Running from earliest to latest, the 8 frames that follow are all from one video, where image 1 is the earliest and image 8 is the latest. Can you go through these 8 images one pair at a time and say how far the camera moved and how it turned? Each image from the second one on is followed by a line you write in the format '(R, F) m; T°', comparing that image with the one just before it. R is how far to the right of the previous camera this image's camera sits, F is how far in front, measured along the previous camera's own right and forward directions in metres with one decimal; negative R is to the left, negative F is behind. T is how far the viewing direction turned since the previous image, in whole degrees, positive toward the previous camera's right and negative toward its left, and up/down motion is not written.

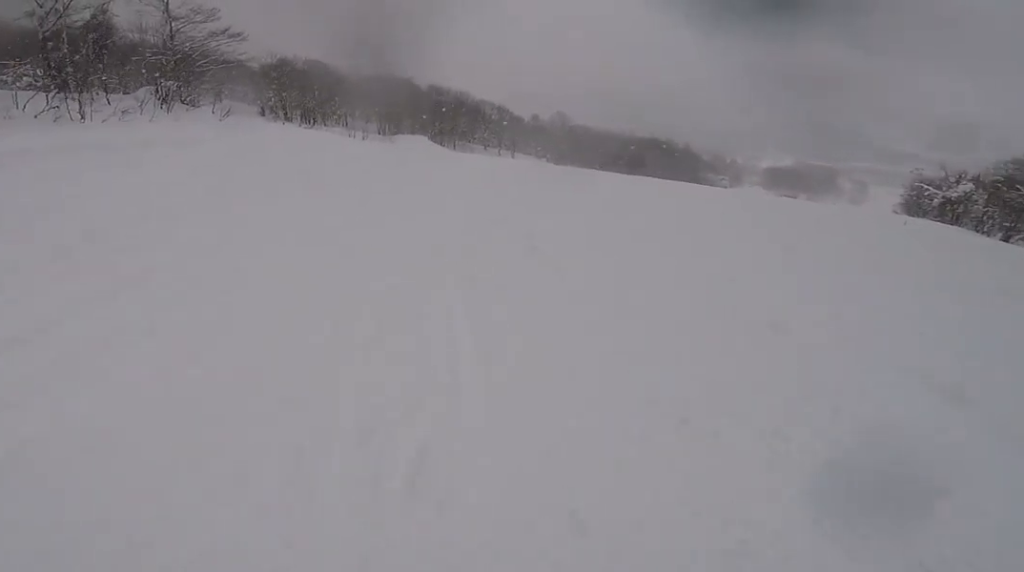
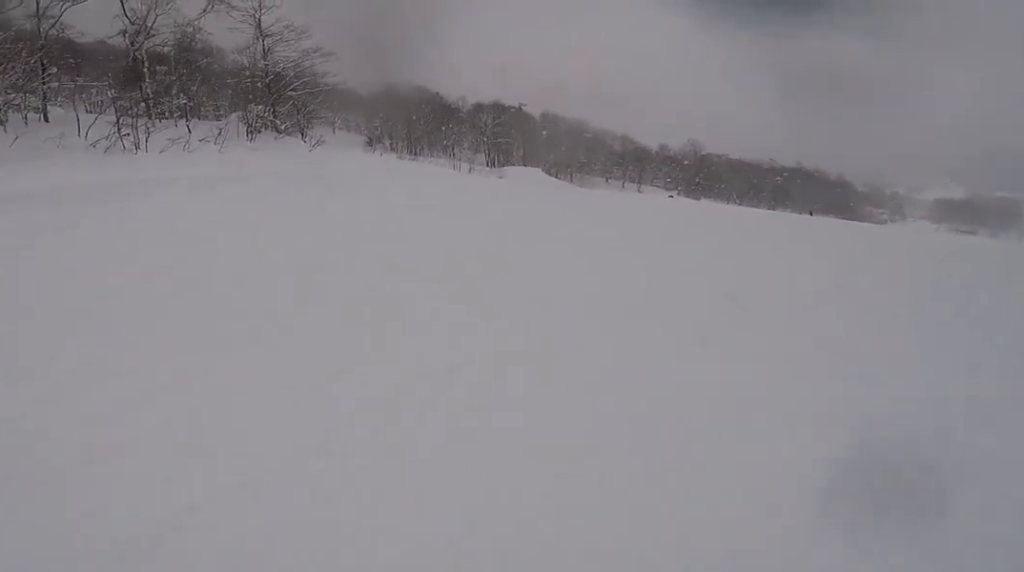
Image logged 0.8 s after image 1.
(-0.4, +5.4) m; -1°
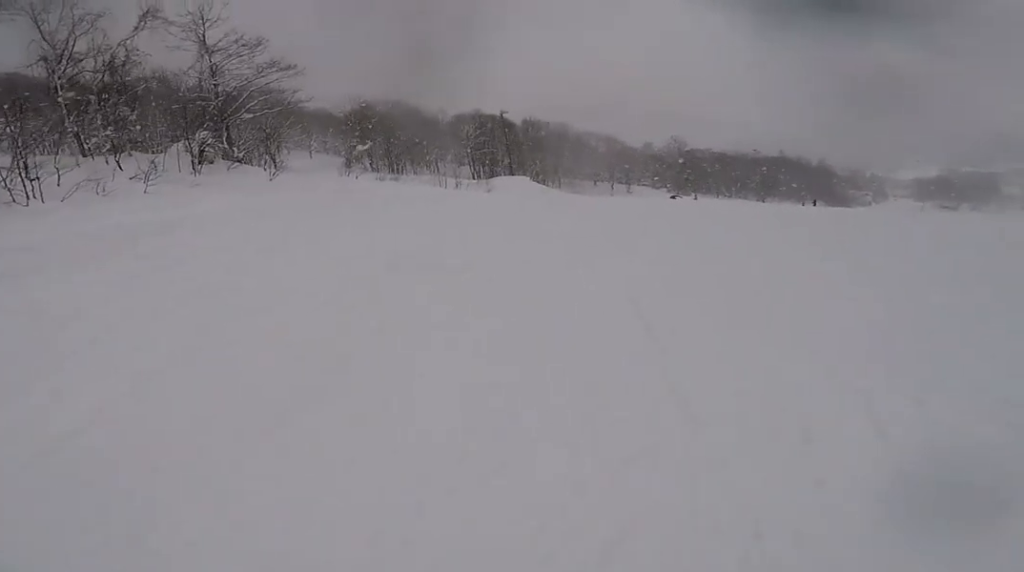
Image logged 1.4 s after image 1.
(-0.3, +4.2) m; +6°
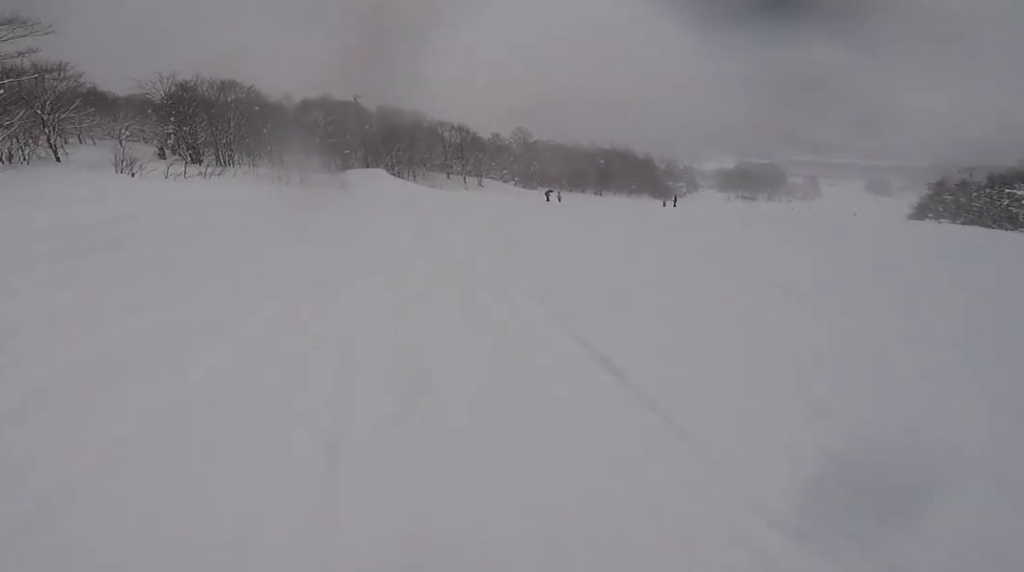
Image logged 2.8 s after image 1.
(+1.1, +9.1) m; 0°
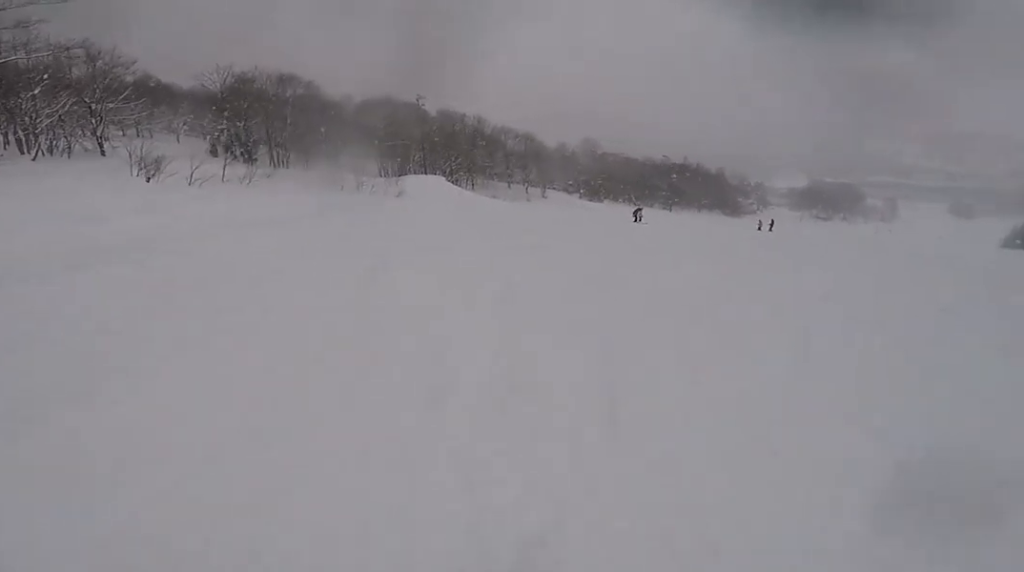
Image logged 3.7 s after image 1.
(-0.5, +5.2) m; -4°
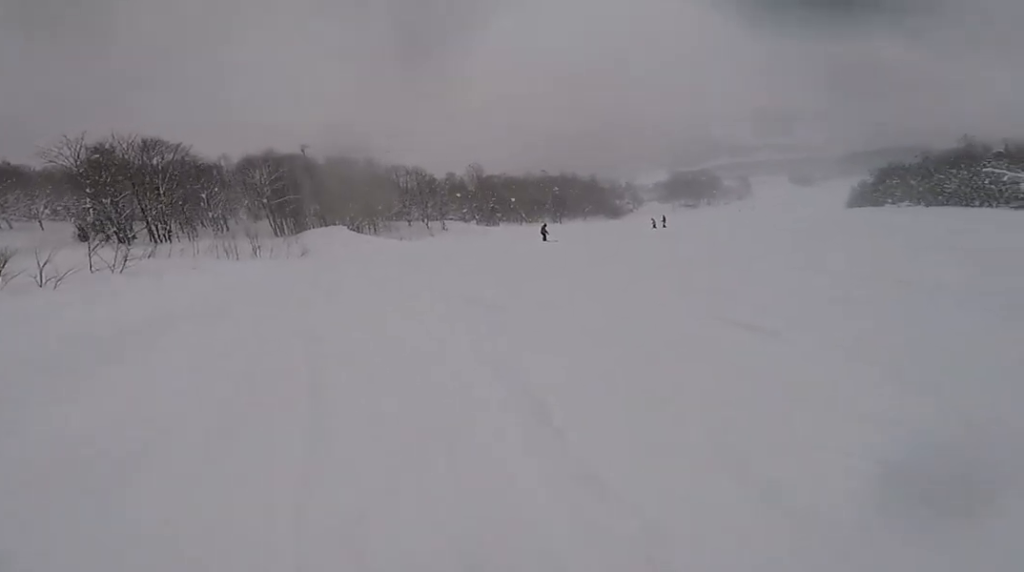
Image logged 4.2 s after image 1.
(-0.3, +3.0) m; +6°
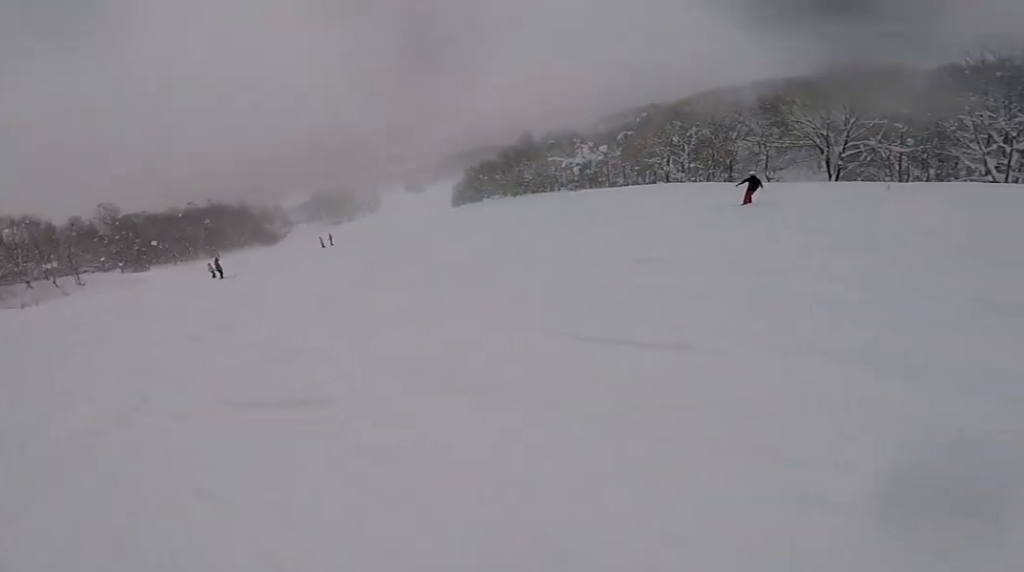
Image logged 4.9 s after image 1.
(+0.6, +4.0) m; +18°
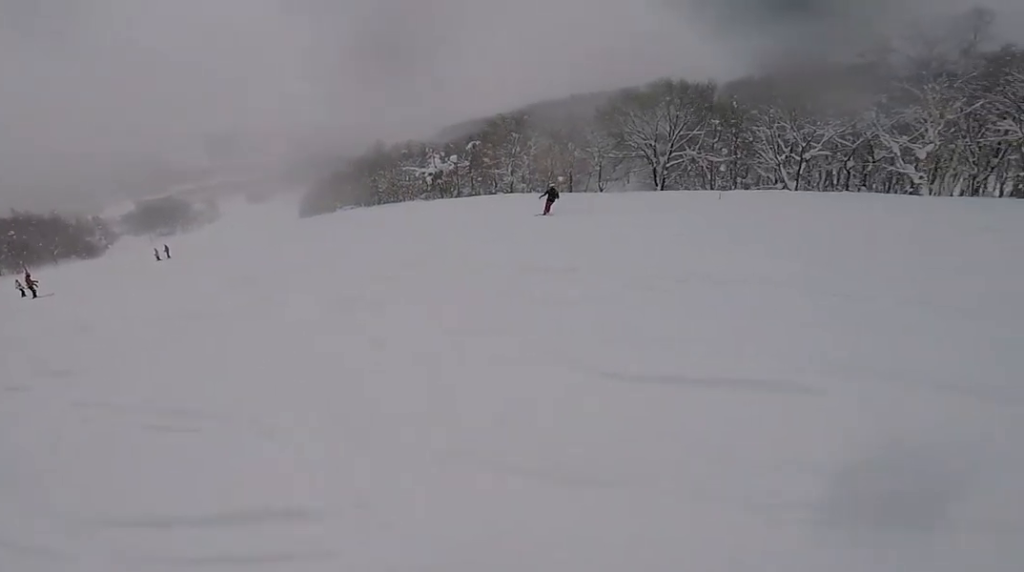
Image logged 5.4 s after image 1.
(0.0, +2.4) m; +13°
